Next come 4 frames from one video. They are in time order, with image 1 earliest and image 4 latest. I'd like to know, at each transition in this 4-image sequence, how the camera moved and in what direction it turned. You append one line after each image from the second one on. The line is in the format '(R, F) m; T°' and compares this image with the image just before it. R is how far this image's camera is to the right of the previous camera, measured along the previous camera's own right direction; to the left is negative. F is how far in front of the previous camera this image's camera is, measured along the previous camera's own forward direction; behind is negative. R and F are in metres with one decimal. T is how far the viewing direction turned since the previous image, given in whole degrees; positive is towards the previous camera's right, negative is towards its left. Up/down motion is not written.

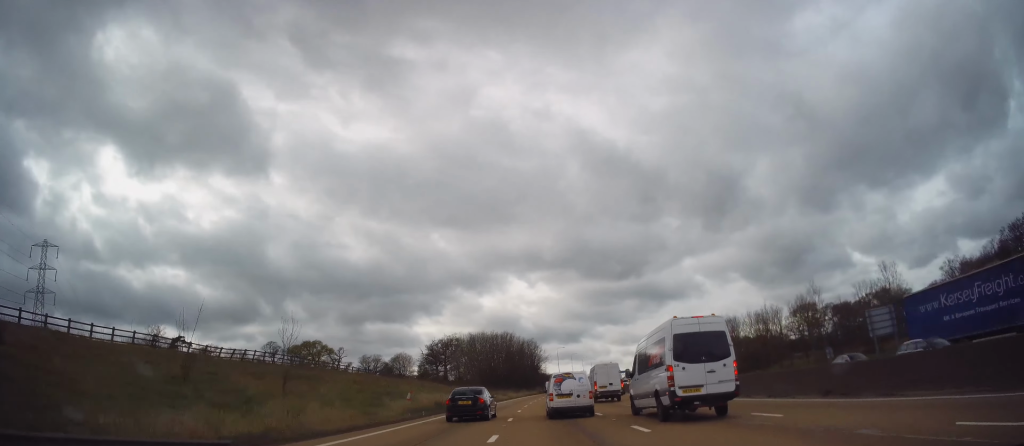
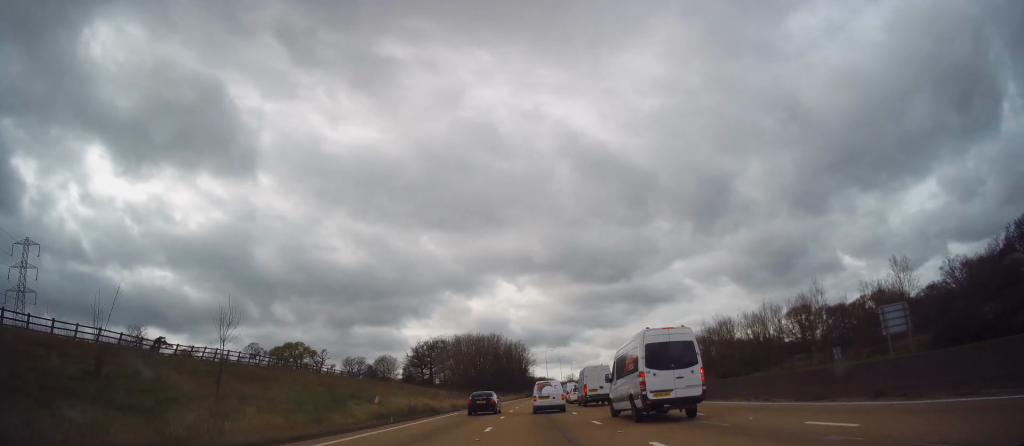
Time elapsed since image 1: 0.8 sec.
(+0.4, +4.2) m; -2°
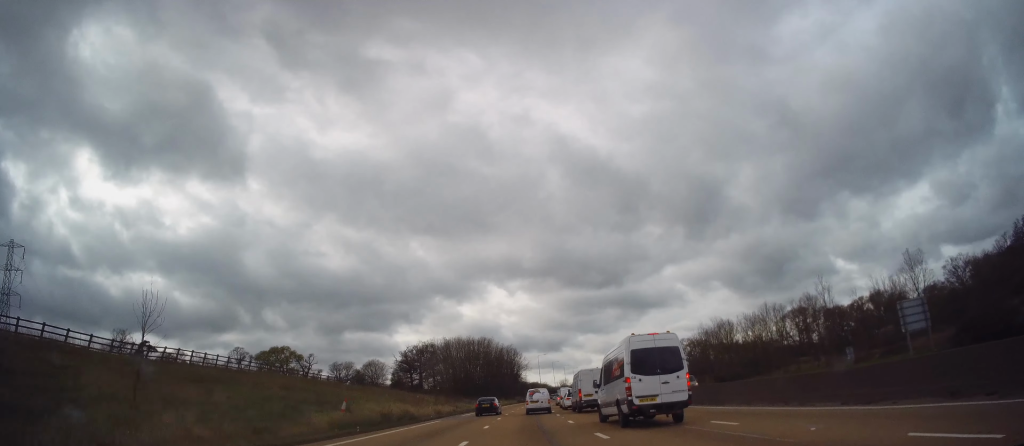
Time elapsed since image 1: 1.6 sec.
(-0.5, +4.3) m; -1°
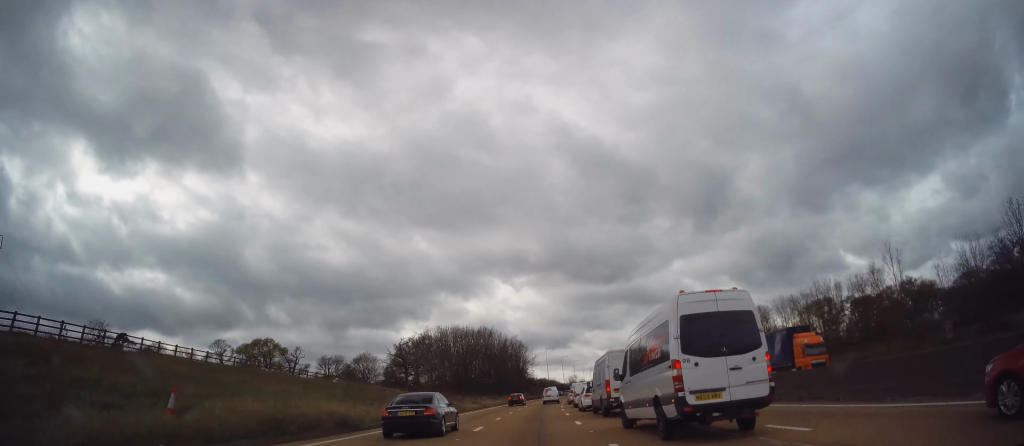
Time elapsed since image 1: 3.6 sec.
(-0.1, +13.8) m; -2°
